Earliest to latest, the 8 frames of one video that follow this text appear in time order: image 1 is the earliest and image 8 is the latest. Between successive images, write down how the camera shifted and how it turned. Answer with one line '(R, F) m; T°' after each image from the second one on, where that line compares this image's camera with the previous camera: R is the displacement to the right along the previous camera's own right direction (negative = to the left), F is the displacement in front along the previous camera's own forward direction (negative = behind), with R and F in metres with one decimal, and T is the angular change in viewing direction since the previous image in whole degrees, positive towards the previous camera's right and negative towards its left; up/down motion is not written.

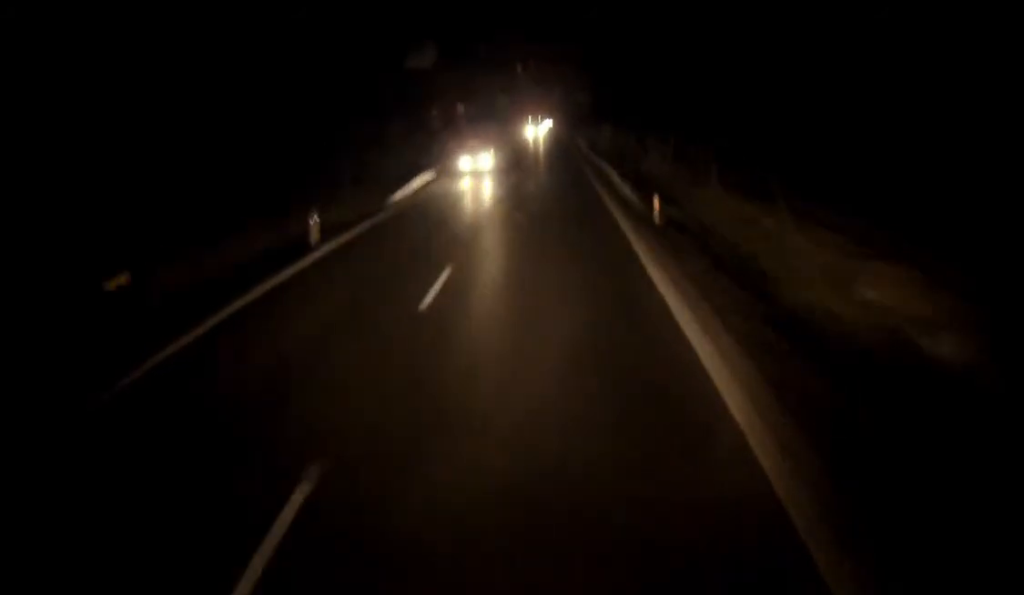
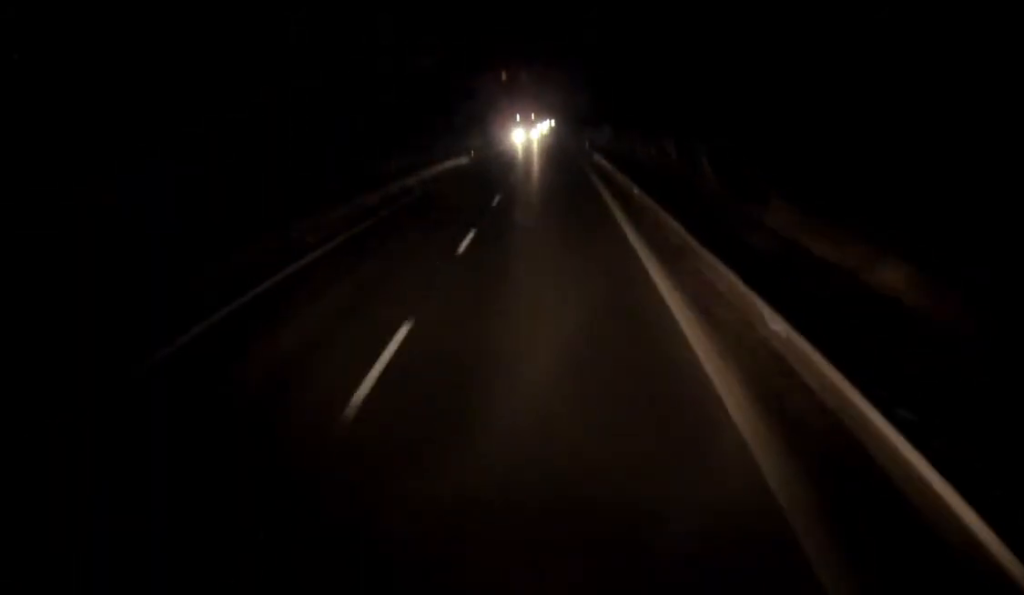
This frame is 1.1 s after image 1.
(0.0, +31.5) m; 0°
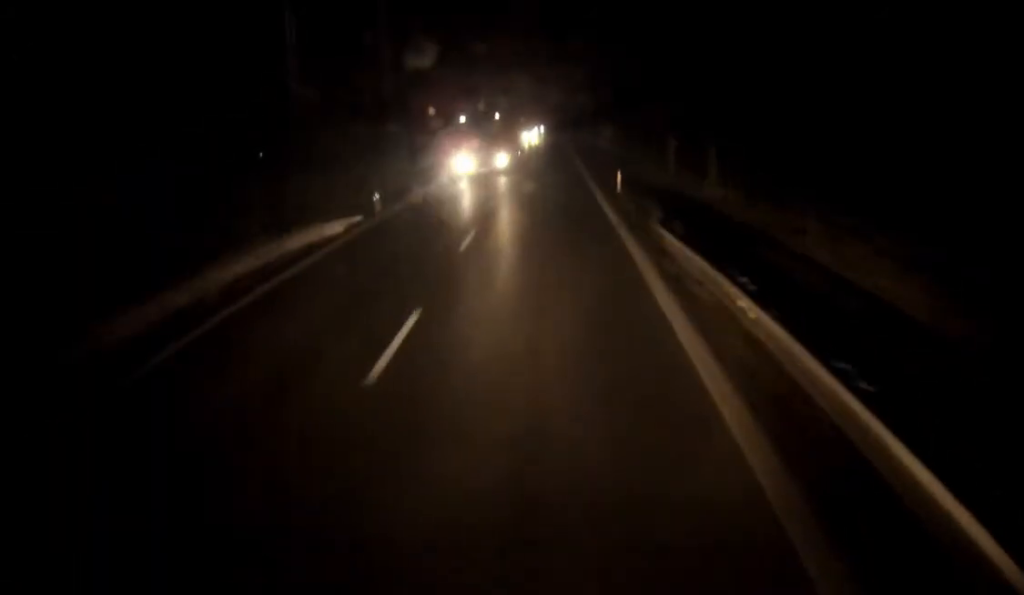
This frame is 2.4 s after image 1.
(-0.5, +34.8) m; 0°
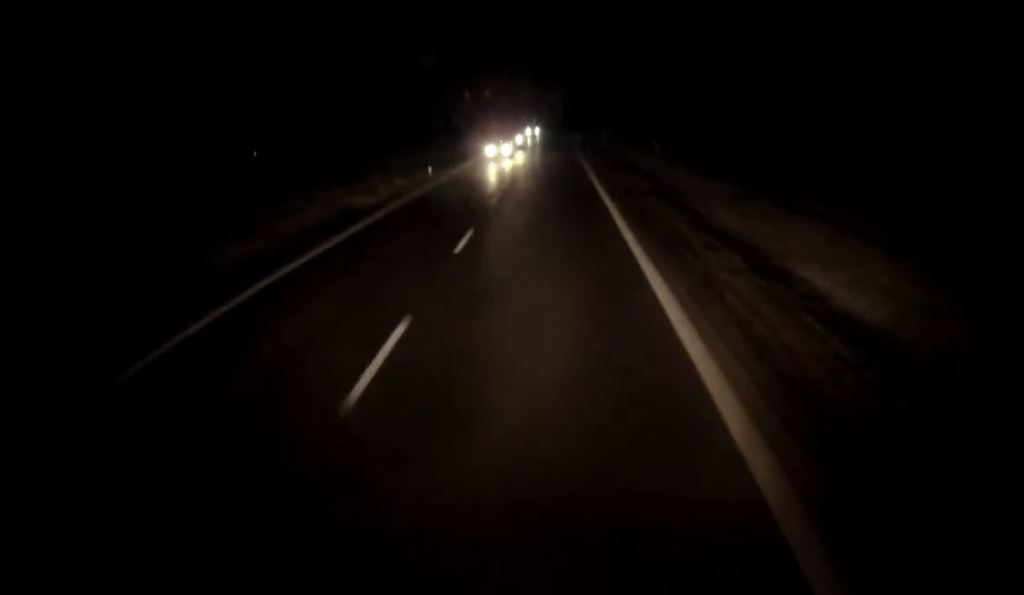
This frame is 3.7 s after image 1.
(+1.9, +35.7) m; +4°
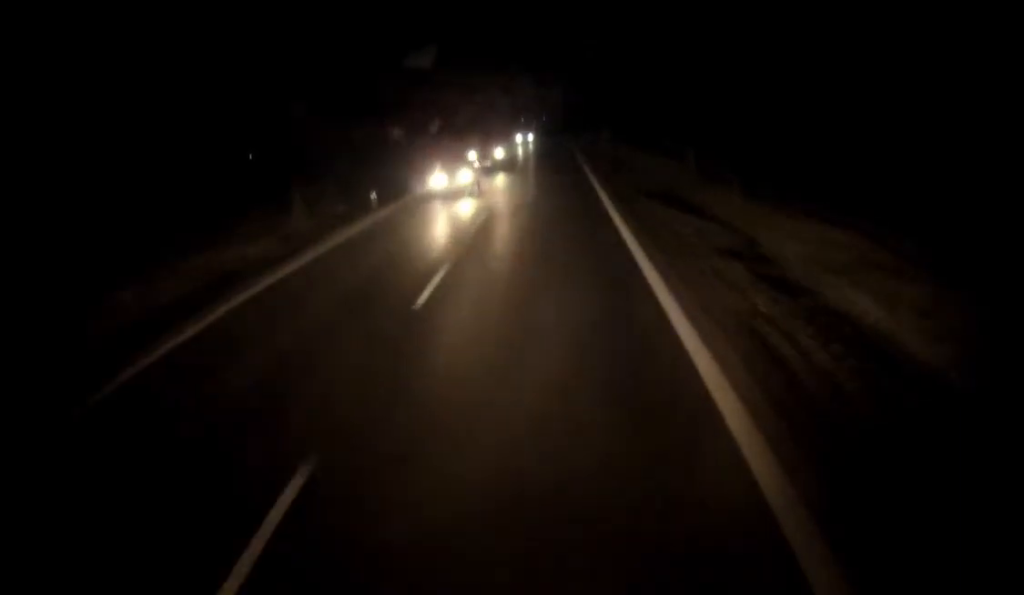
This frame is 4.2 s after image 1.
(+0.6, +13.5) m; 0°
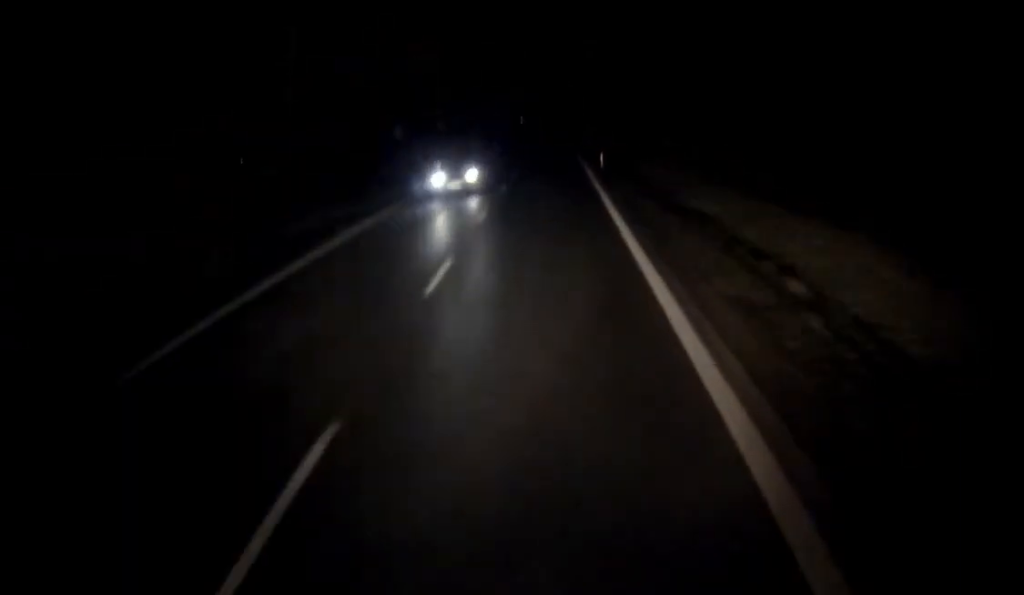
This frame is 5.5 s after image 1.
(-2.4, +34.5) m; -3°
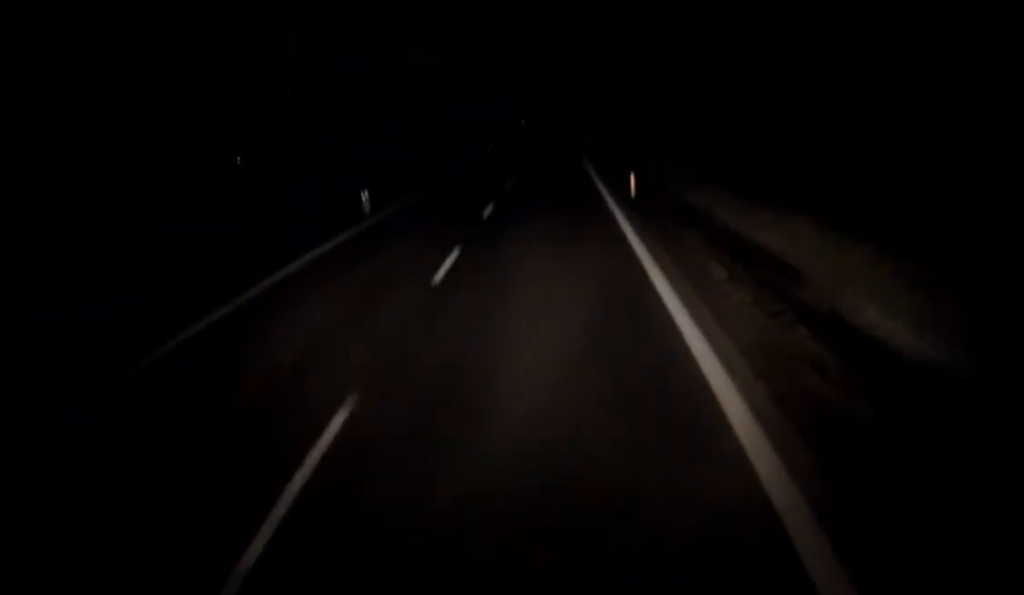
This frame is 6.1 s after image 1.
(-0.2, +17.4) m; +1°
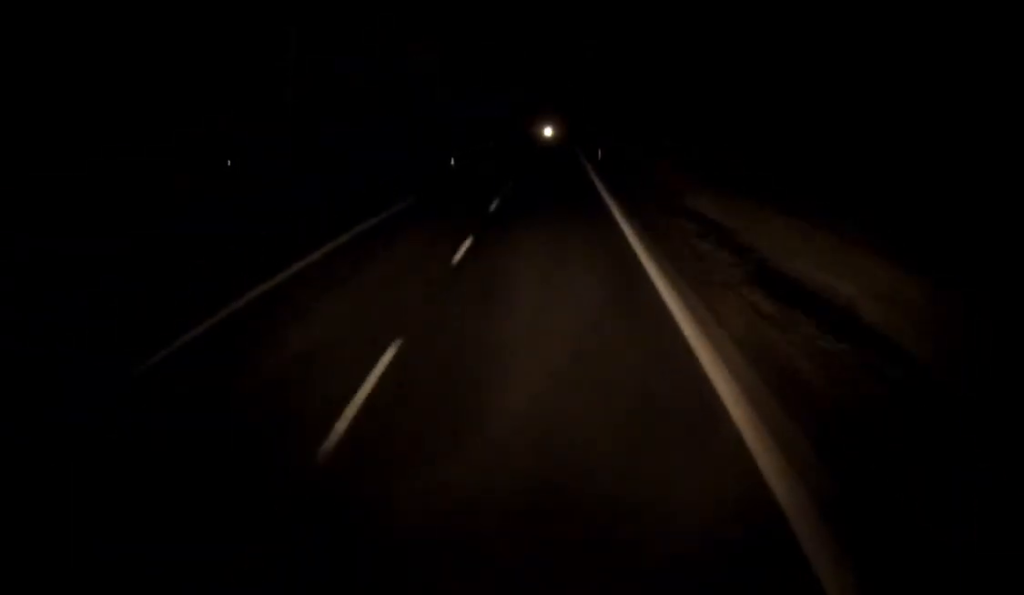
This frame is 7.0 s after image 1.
(+0.6, +25.0) m; 0°
